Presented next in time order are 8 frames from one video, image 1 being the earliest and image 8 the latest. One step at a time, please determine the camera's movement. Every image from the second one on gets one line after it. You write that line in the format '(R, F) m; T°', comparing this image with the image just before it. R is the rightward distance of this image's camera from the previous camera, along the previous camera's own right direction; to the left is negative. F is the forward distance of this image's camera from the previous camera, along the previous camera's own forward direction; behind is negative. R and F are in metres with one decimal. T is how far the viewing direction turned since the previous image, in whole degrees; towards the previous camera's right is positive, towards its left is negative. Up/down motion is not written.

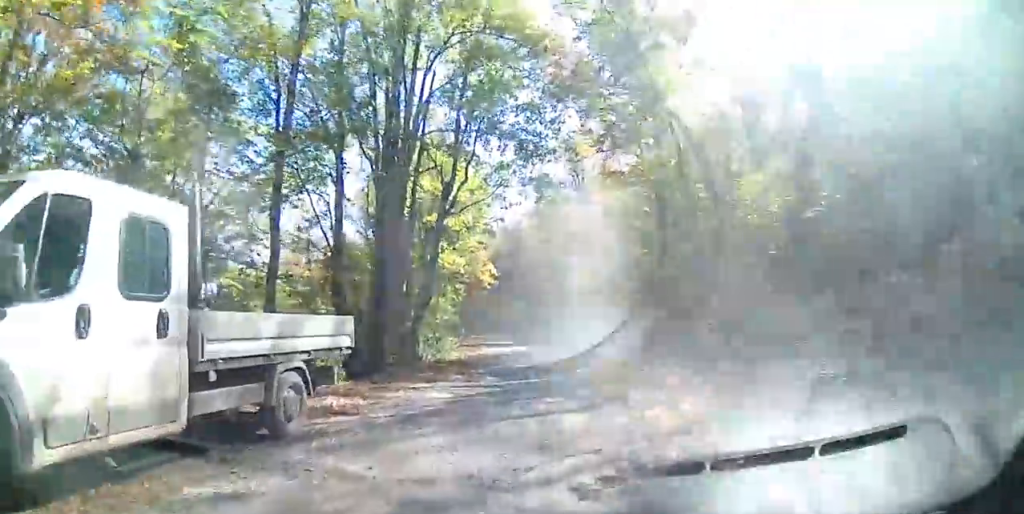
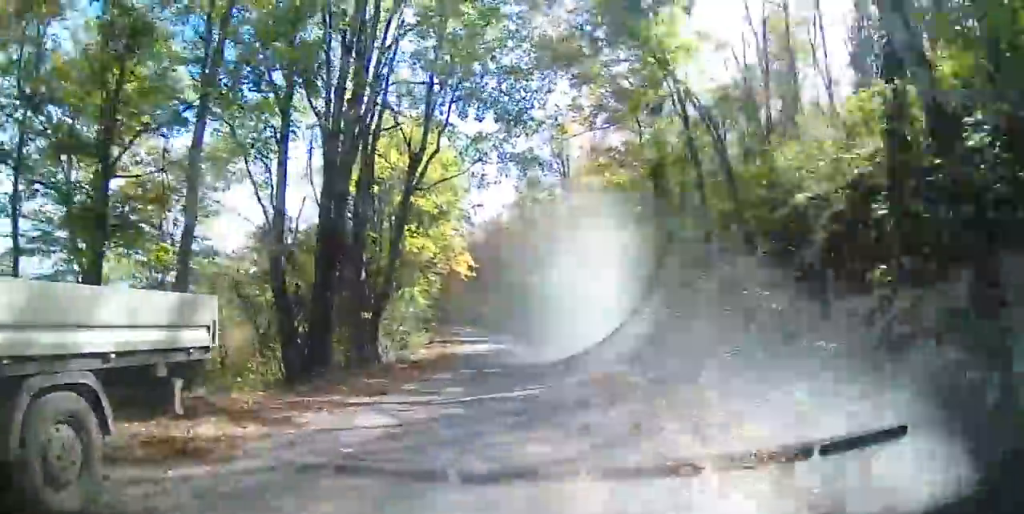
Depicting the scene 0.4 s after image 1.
(+0.4, +3.4) m; +1°
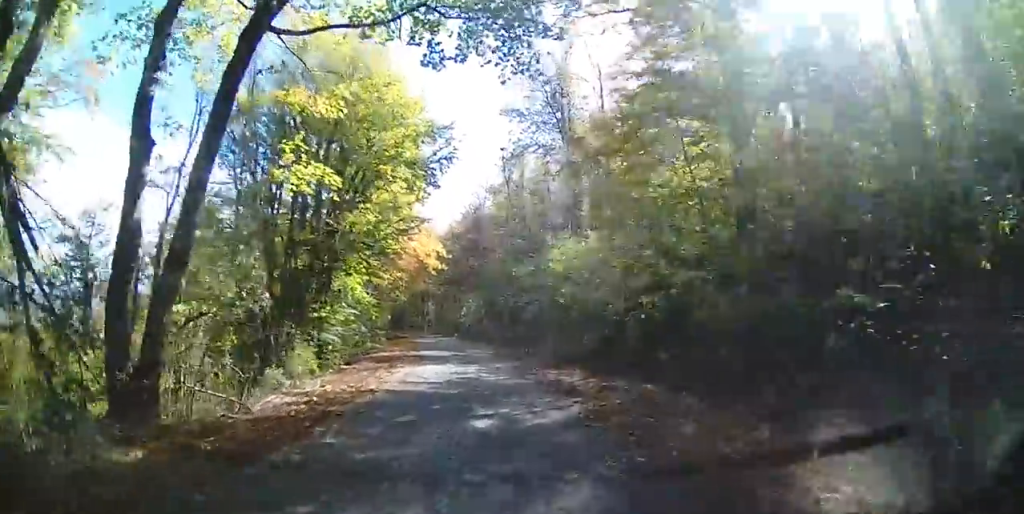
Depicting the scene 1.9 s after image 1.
(-1.1, +11.6) m; -6°
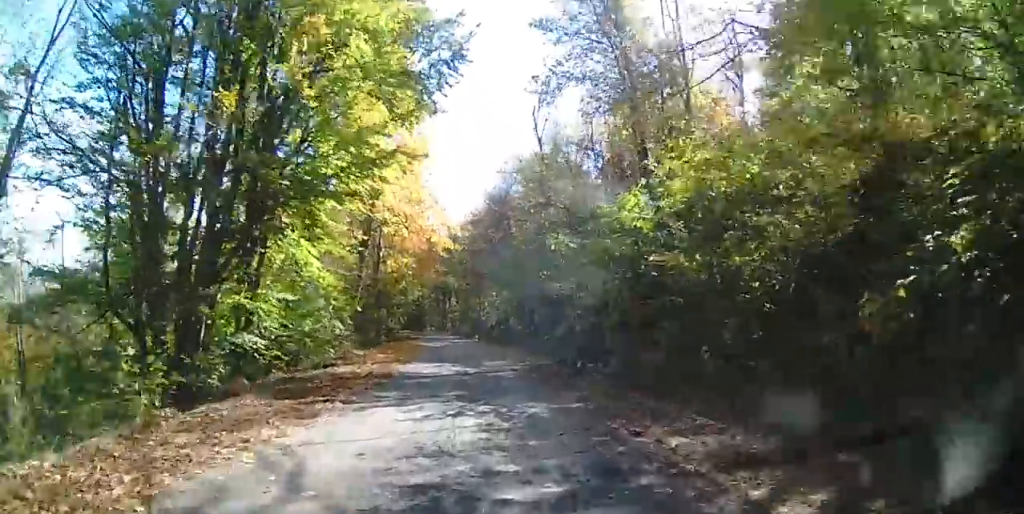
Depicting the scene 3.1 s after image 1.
(0.0, +10.5) m; 0°
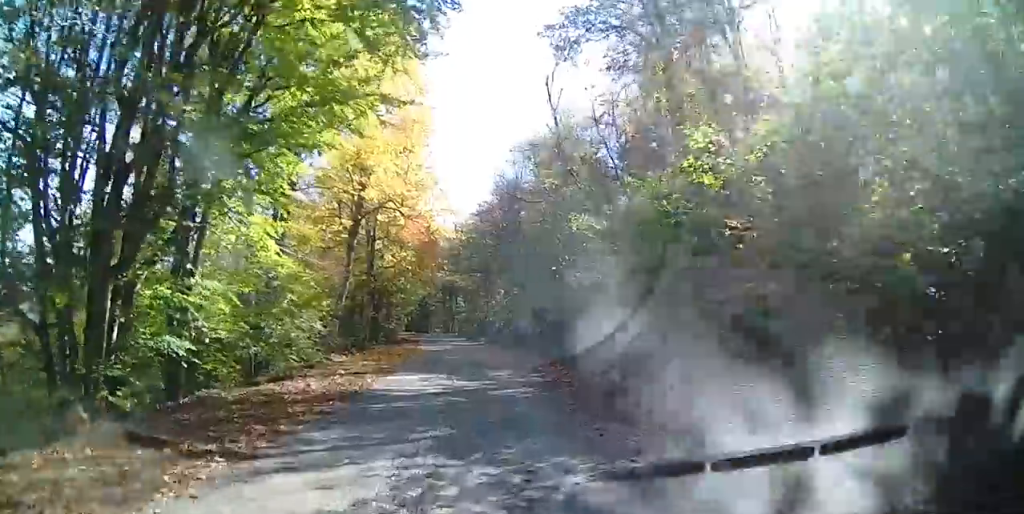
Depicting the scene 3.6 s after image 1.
(0.0, +4.2) m; -1°
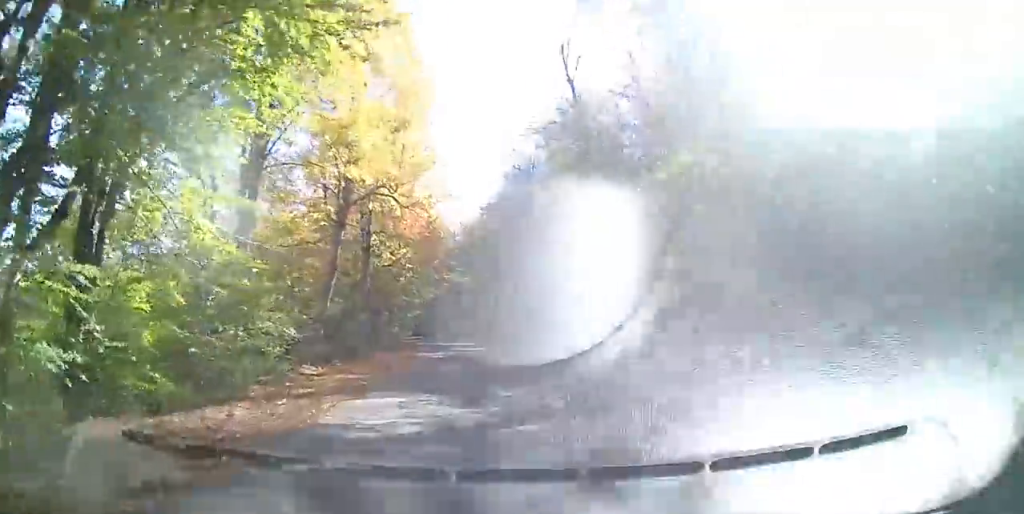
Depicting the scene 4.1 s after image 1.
(+0.1, +3.9) m; -3°
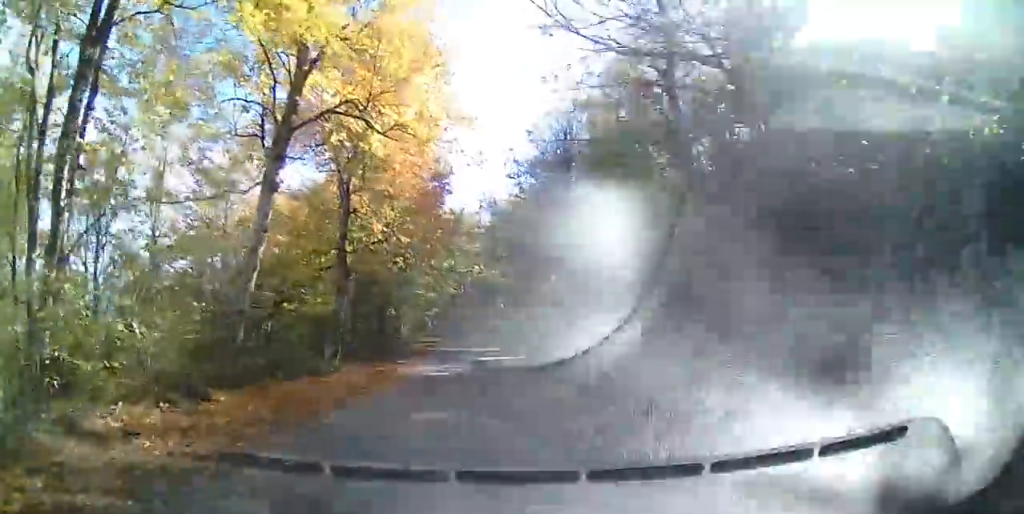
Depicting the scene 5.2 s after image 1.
(-0.7, +8.8) m; -7°
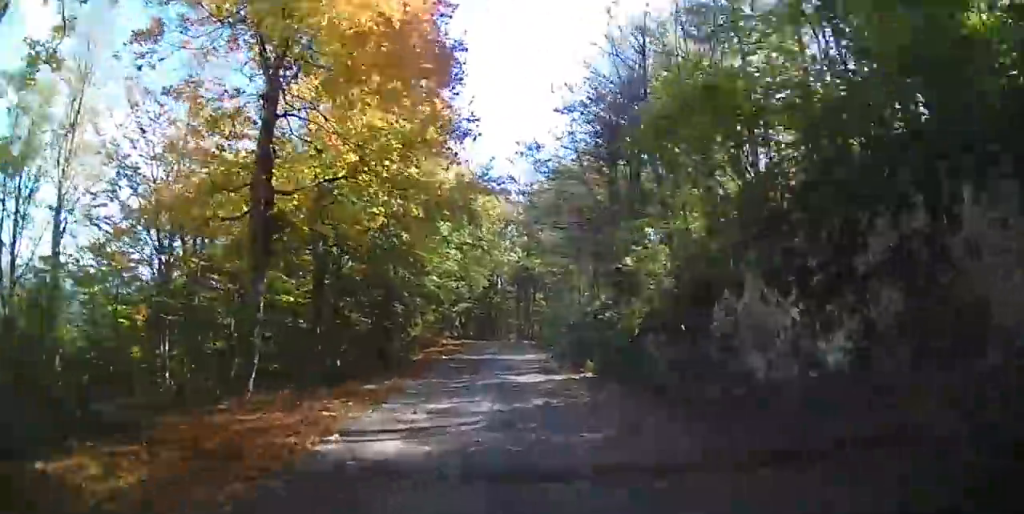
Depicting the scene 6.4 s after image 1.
(-0.1, +9.4) m; +1°
